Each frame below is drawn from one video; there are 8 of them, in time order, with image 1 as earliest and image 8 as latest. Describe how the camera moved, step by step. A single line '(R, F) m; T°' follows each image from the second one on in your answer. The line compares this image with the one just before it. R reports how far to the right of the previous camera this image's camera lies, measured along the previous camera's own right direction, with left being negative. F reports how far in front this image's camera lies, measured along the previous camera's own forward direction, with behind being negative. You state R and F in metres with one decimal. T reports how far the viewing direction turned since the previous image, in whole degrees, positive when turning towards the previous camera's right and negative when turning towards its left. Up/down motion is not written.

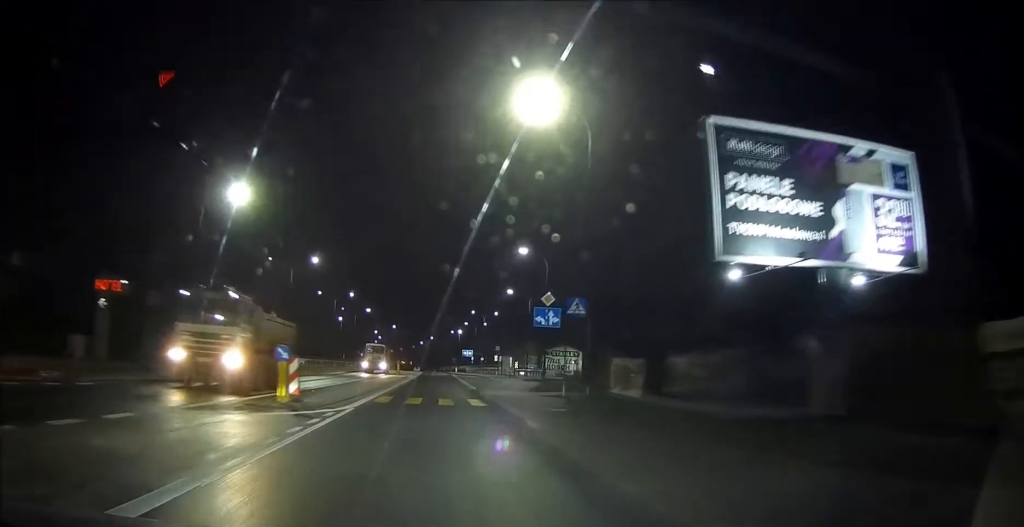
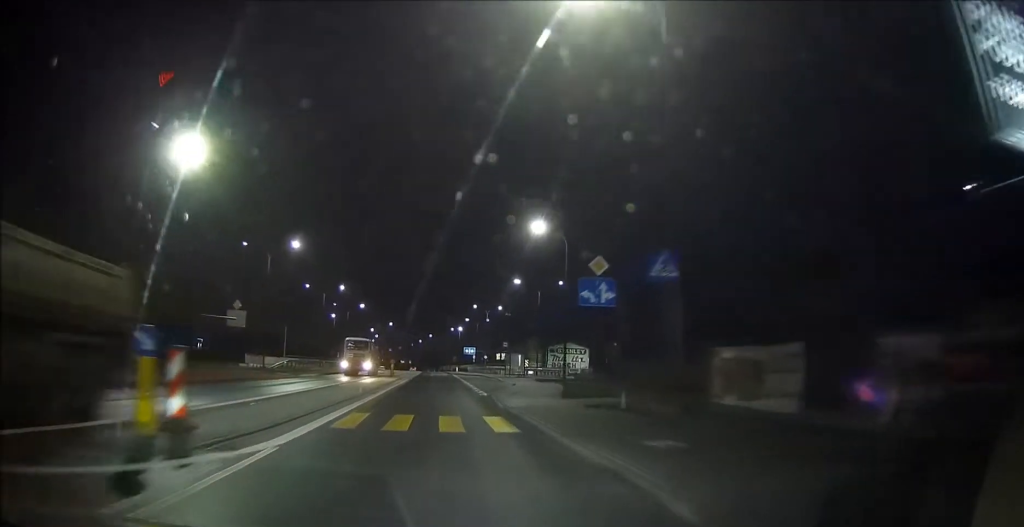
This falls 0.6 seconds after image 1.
(0.0, +8.8) m; 0°
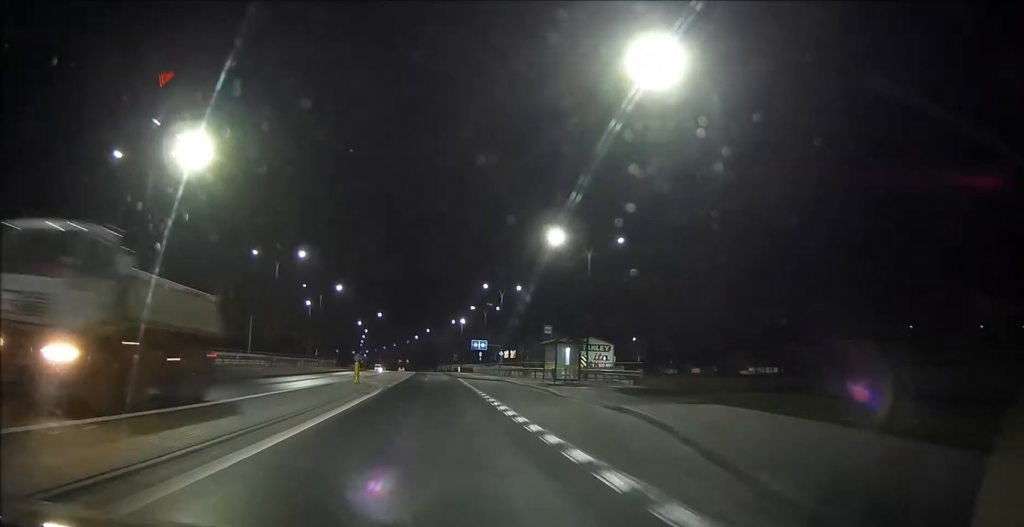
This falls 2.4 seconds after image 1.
(0.0, +25.8) m; 0°
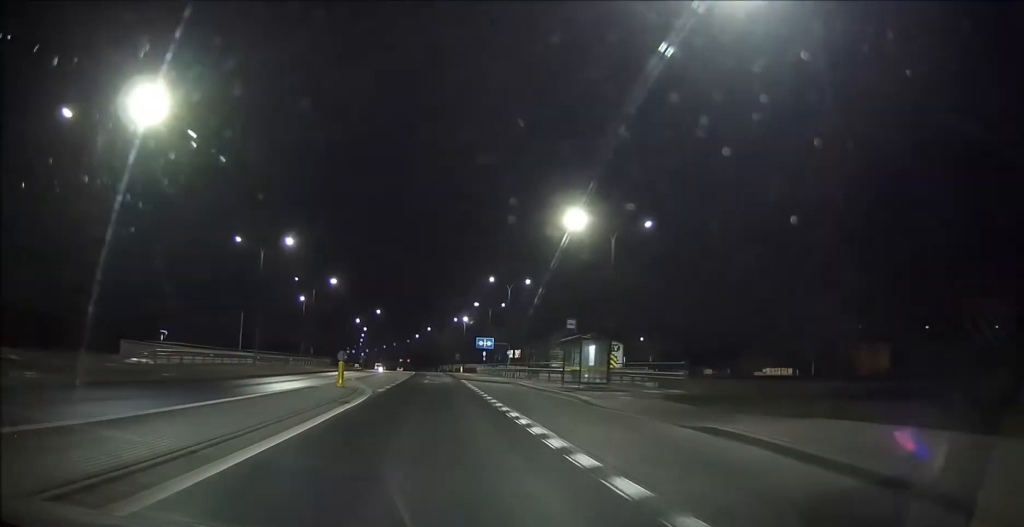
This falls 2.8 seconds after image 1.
(0.0, +6.3) m; 0°
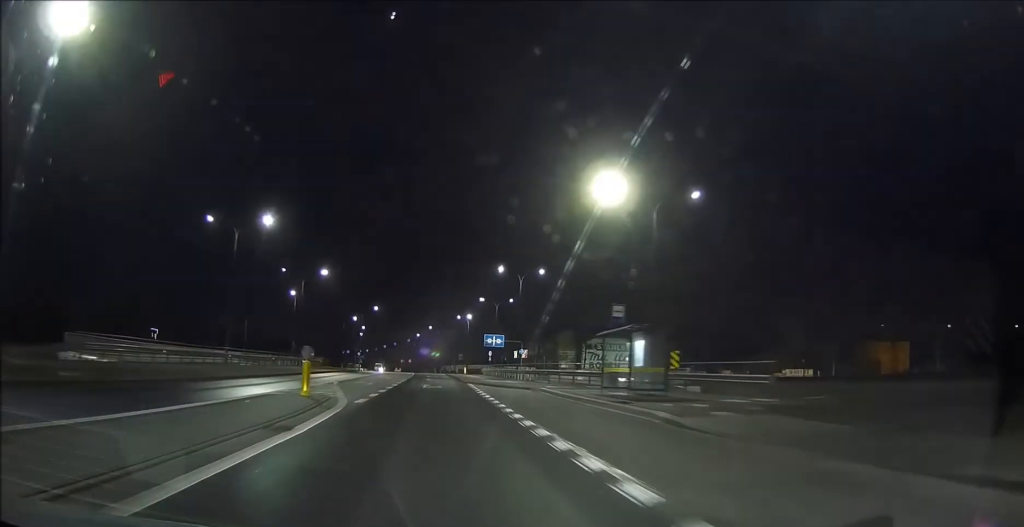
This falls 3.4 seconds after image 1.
(0.0, +8.3) m; 0°
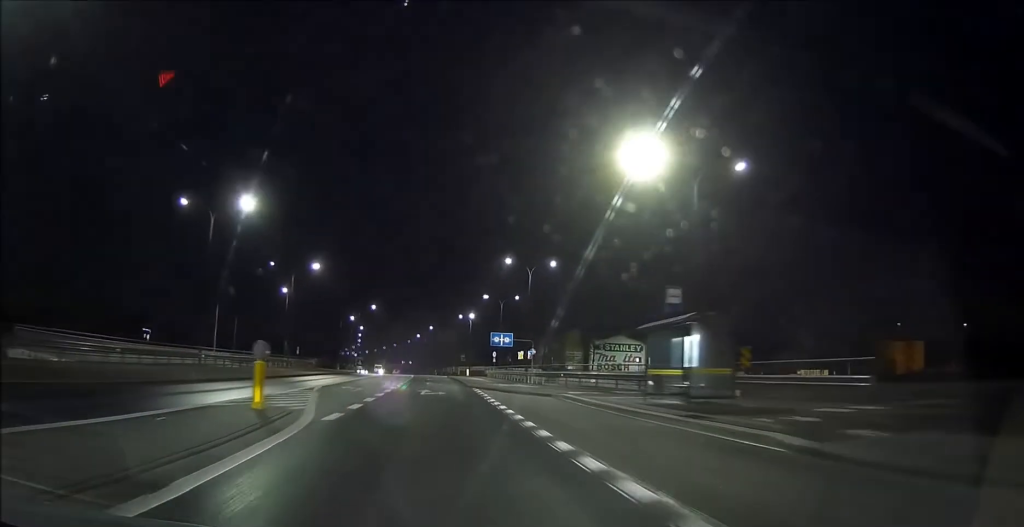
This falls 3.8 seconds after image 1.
(0.0, +5.8) m; 0°
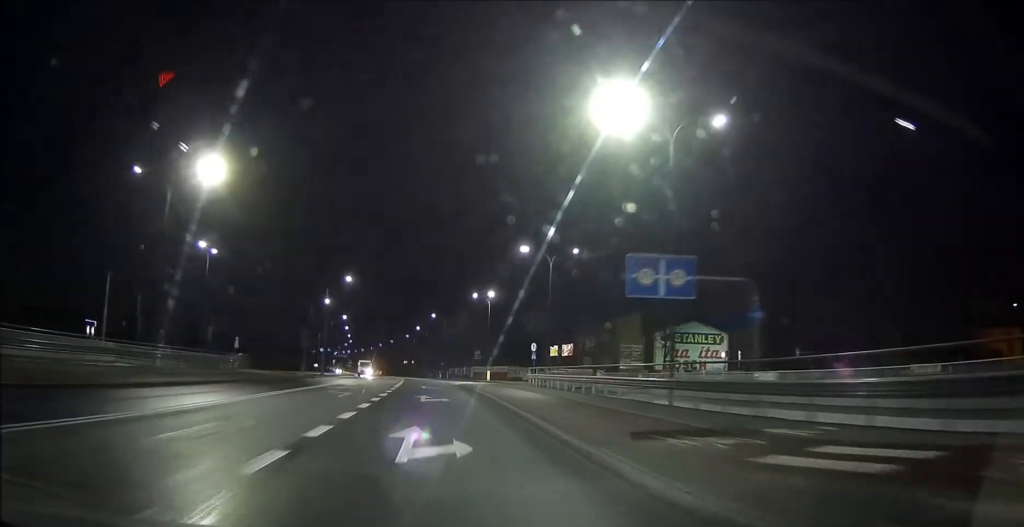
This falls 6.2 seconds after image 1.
(-0.1, +34.9) m; 0°
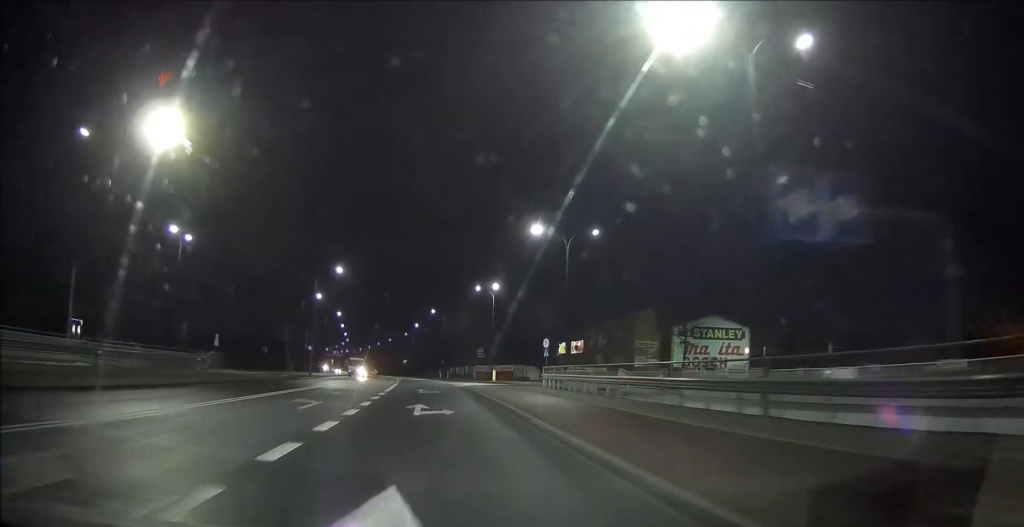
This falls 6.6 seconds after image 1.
(0.0, +6.8) m; 0°
